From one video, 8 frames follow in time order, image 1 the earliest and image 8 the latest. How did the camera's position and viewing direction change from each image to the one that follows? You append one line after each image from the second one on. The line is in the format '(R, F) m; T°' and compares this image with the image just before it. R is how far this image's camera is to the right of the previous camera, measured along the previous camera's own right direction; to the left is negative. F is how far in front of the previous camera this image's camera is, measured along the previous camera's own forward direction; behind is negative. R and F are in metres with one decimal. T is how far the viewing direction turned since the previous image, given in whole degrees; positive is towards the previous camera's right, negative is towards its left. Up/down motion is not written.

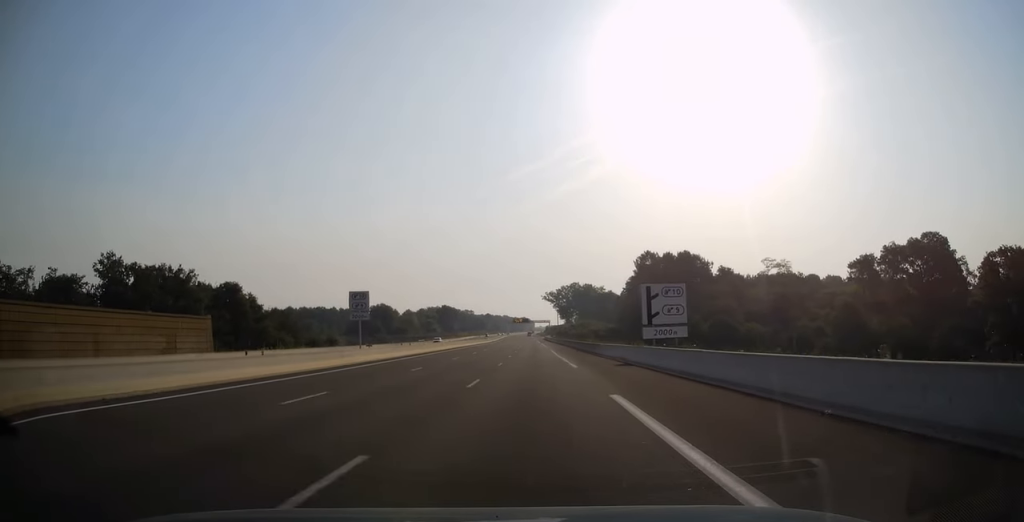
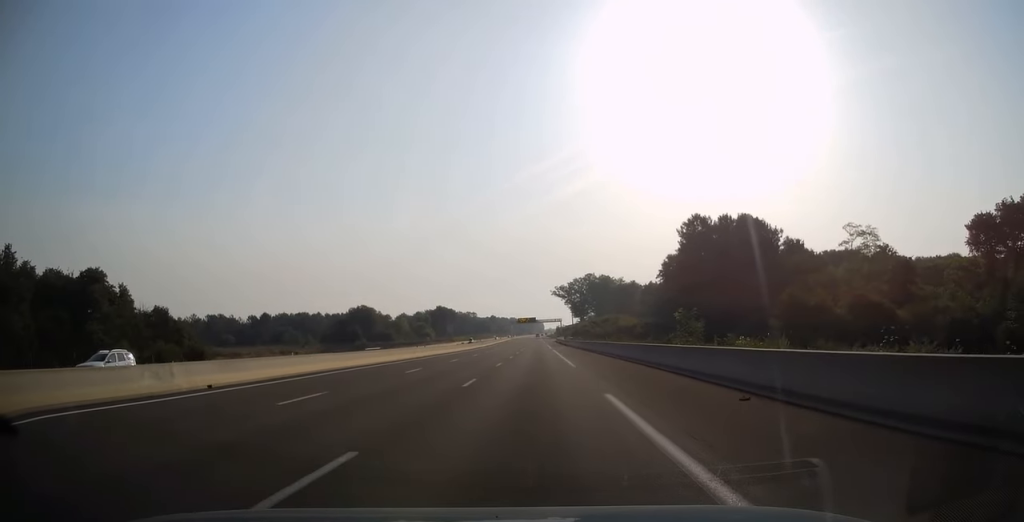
(0.0, +52.2) m; -1°
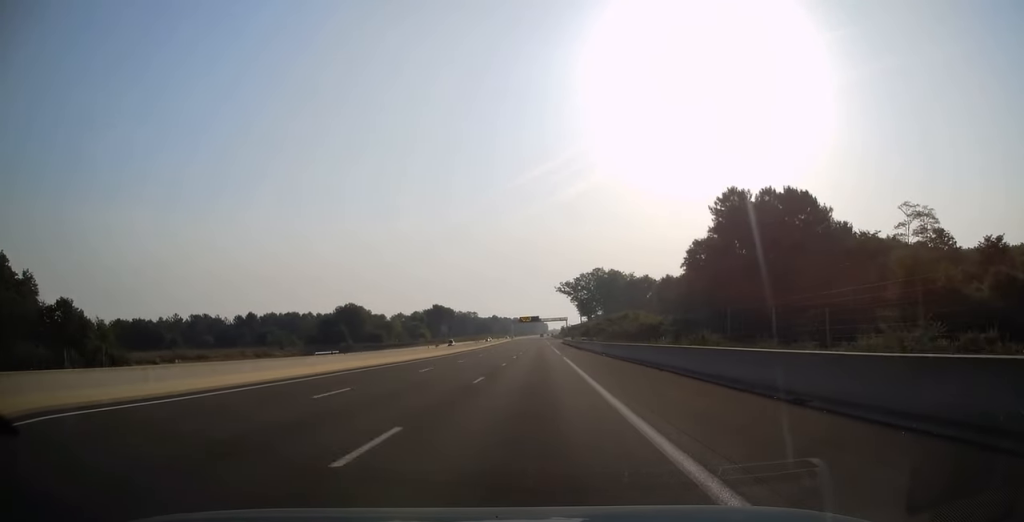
(-0.3, +24.1) m; -1°
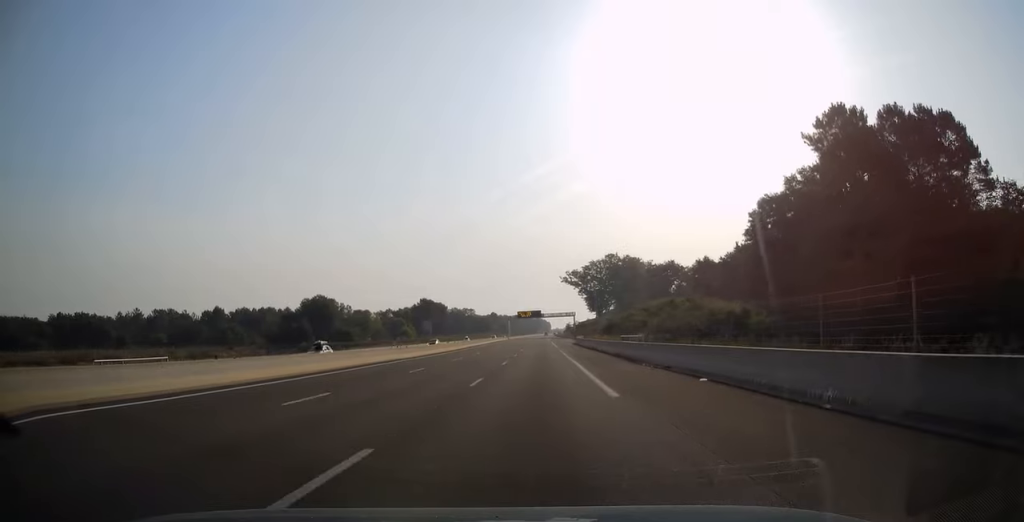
(0.0, +41.3) m; +1°
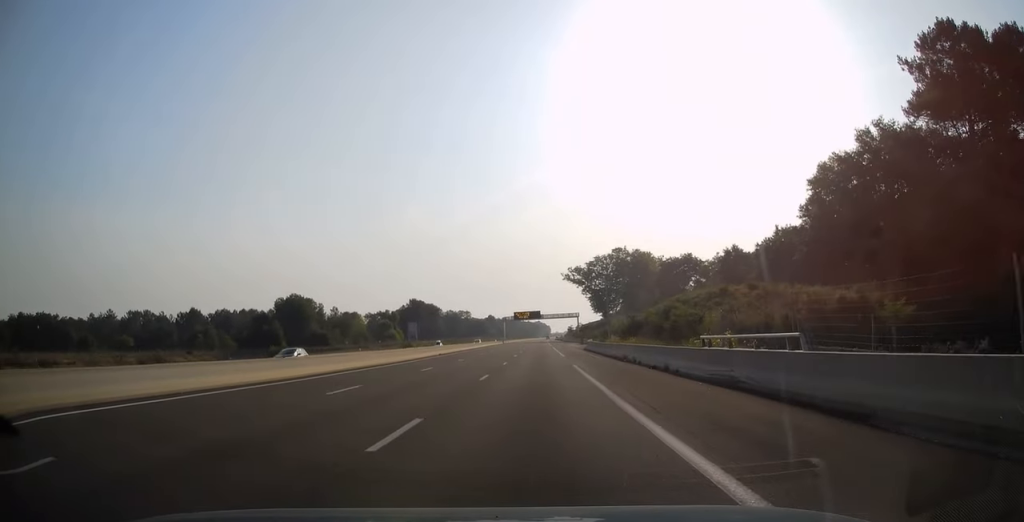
(+0.1, +23.0) m; 0°
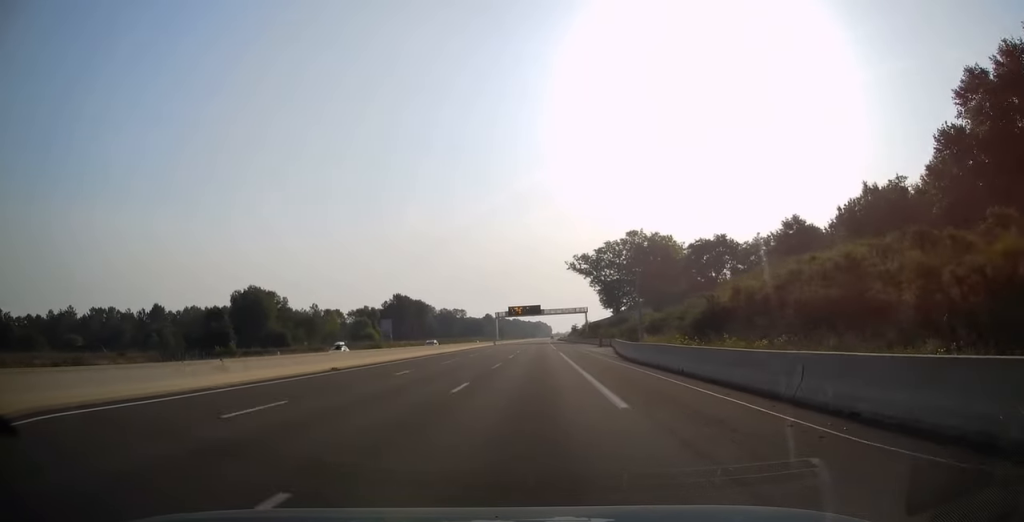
(0.0, +31.4) m; 0°
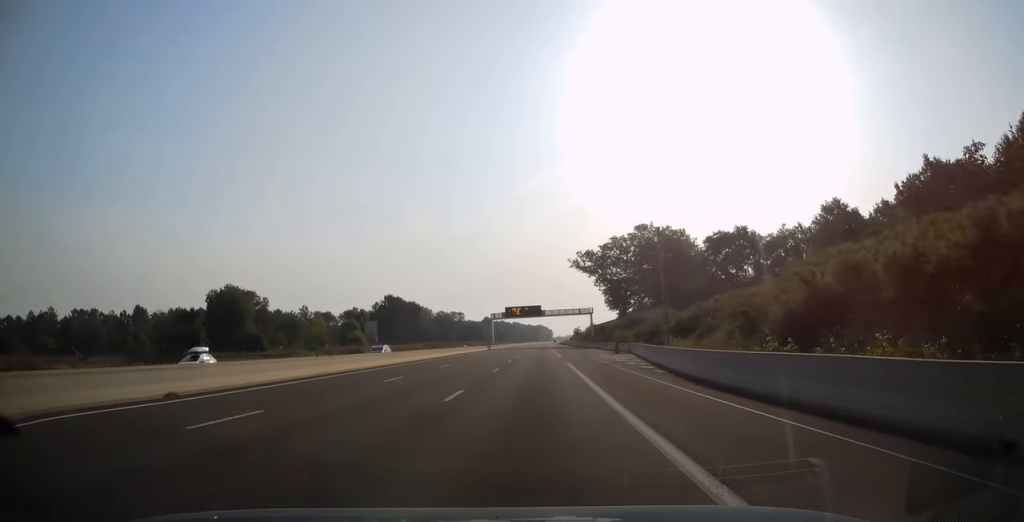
(0.0, +14.2) m; 0°
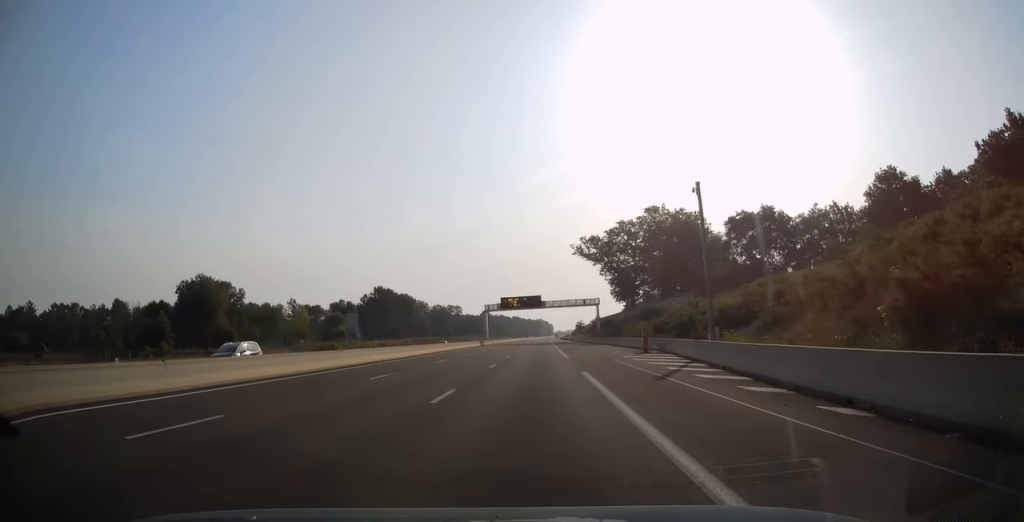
(0.0, +14.7) m; 0°
